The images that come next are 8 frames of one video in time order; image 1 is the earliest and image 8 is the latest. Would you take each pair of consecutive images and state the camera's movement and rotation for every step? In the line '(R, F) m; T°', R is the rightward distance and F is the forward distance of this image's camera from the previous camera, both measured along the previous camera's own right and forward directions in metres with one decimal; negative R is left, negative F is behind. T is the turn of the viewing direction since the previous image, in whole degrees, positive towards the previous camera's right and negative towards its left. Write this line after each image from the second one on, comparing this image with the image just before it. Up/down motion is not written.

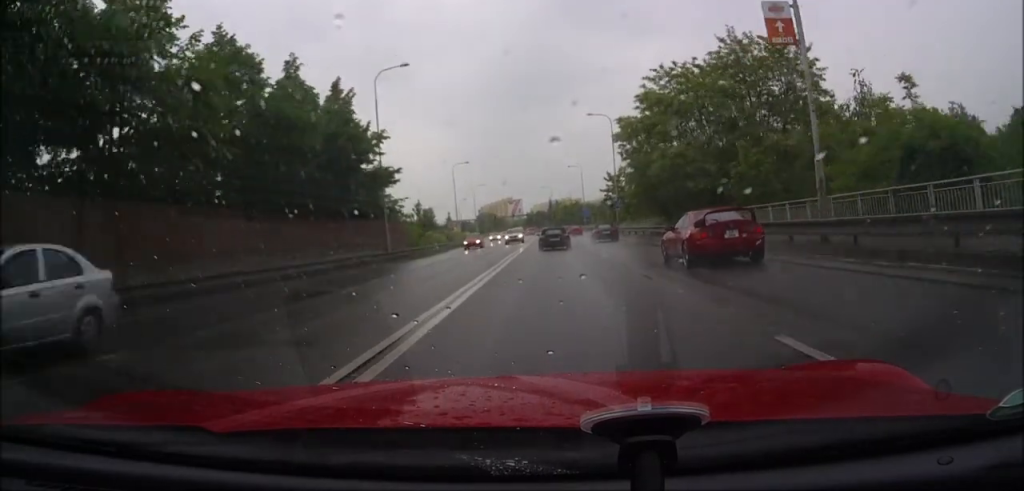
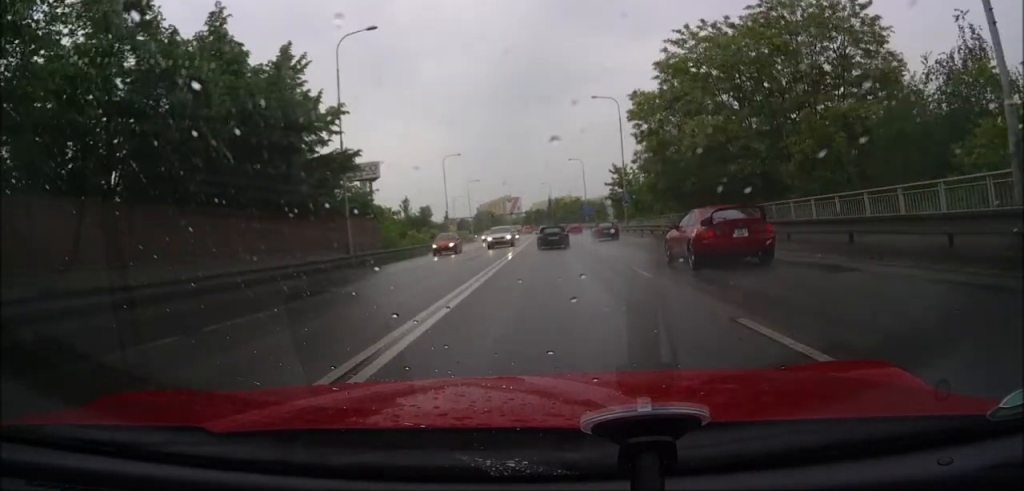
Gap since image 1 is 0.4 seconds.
(0.0, +8.1) m; 0°
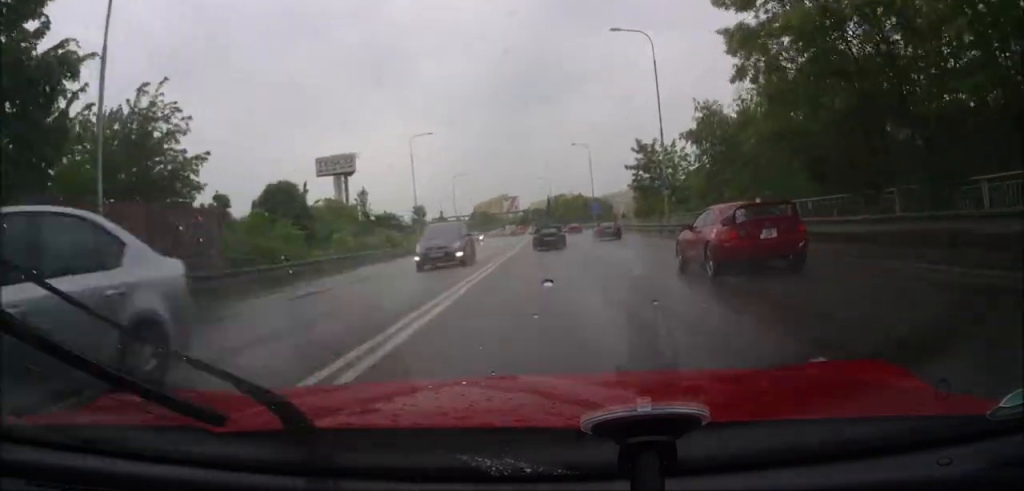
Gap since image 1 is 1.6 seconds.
(+0.1, +20.5) m; +1°
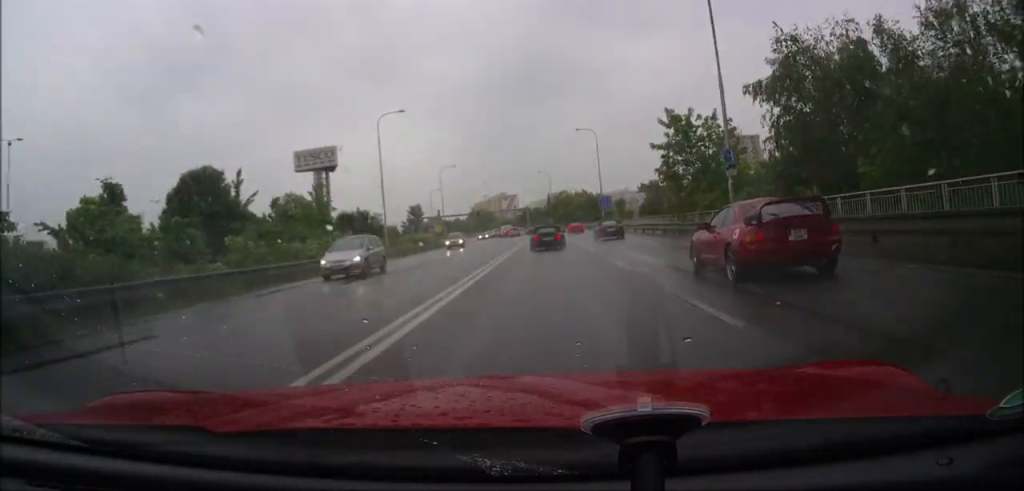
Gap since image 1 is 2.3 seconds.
(+0.1, +13.9) m; +1°
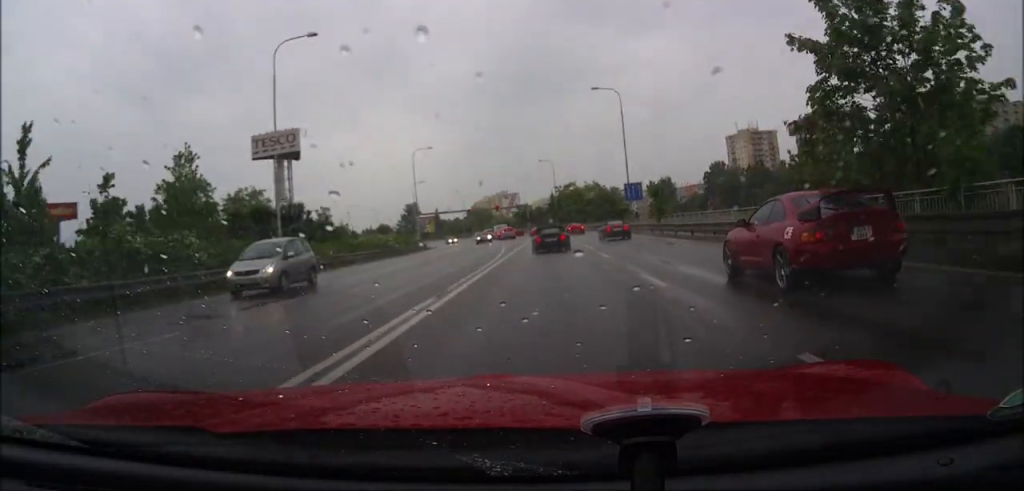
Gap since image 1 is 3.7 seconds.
(+0.2, +24.1) m; 0°
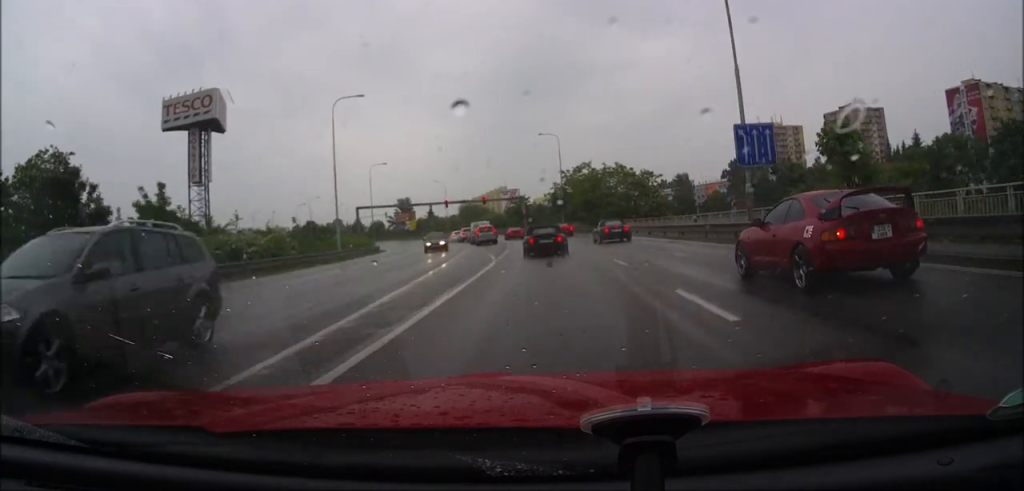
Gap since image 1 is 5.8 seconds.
(-0.2, +35.4) m; -1°
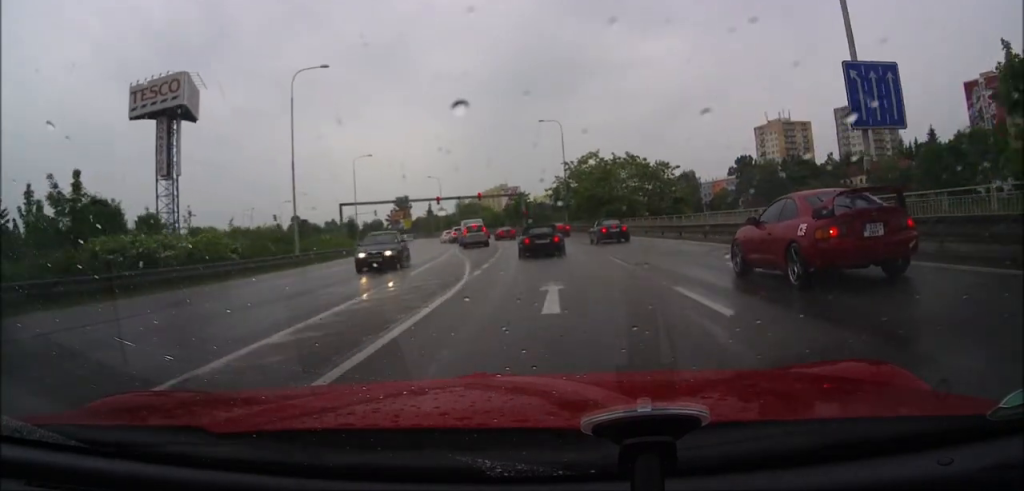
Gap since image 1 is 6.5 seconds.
(+0.1, +10.3) m; 0°
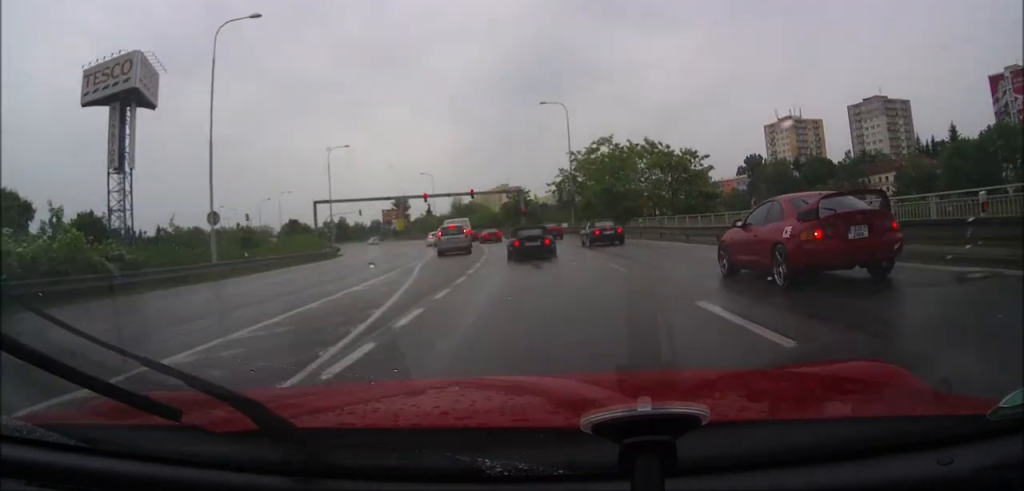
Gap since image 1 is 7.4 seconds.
(-0.3, +13.6) m; -1°
